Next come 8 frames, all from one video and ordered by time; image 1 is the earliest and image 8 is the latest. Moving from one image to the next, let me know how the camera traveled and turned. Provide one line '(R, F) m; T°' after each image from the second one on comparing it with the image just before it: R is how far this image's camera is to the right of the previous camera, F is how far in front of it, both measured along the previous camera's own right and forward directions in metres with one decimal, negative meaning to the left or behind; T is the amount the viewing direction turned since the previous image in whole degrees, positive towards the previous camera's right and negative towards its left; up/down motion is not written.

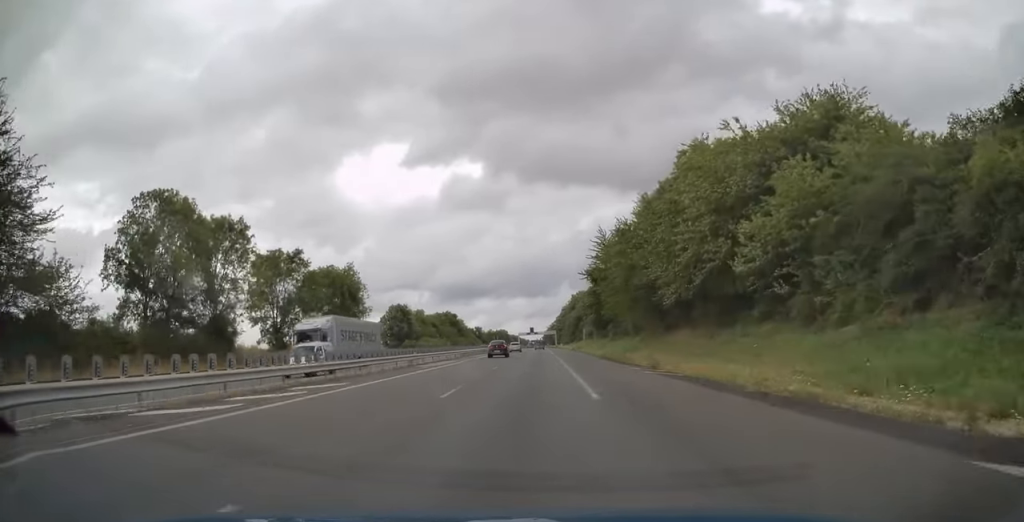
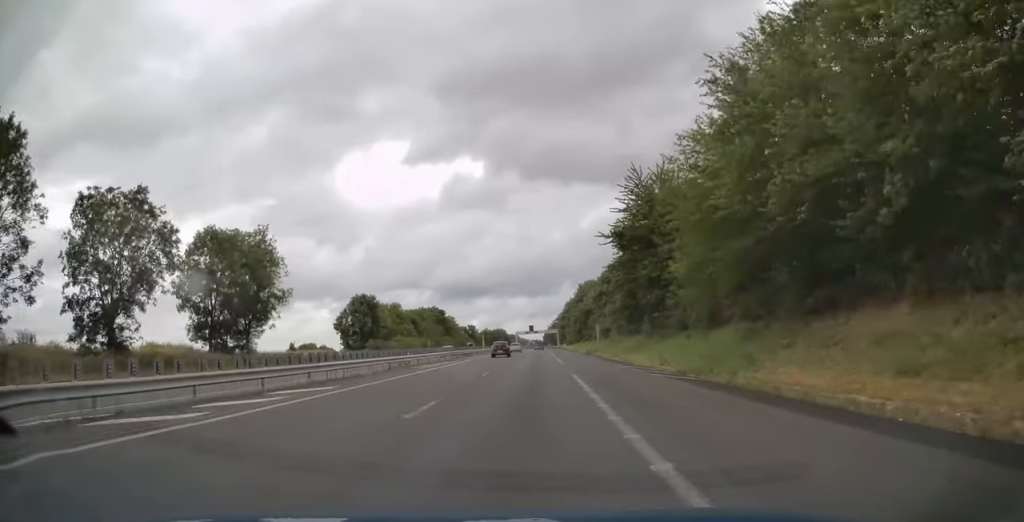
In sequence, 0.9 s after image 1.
(-0.2, +29.6) m; 0°
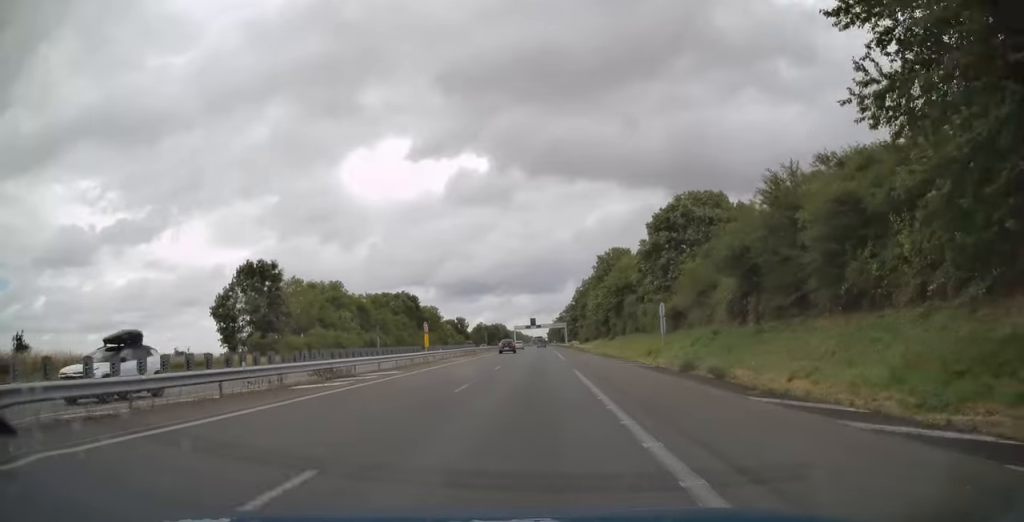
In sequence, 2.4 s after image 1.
(-0.1, +46.9) m; -1°
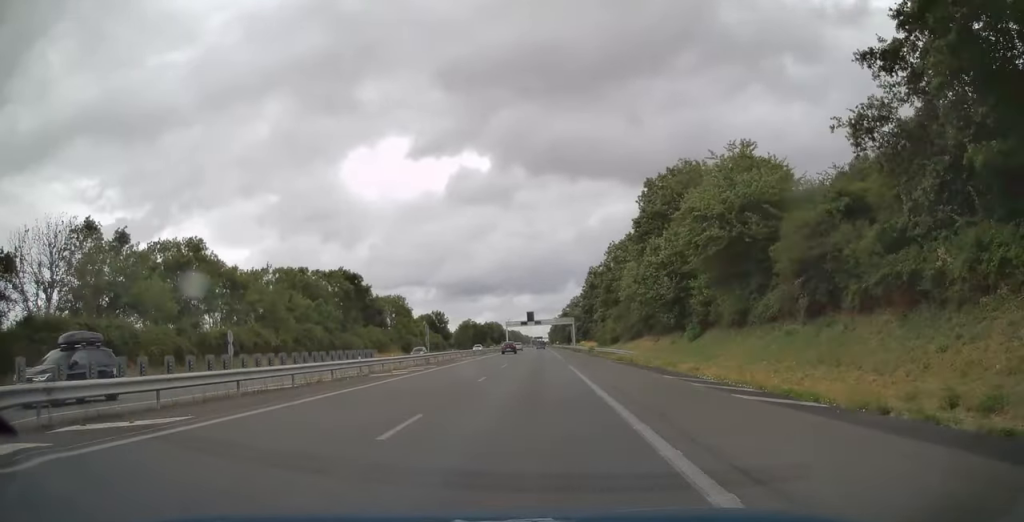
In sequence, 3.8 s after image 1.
(-0.2, +46.9) m; 0°
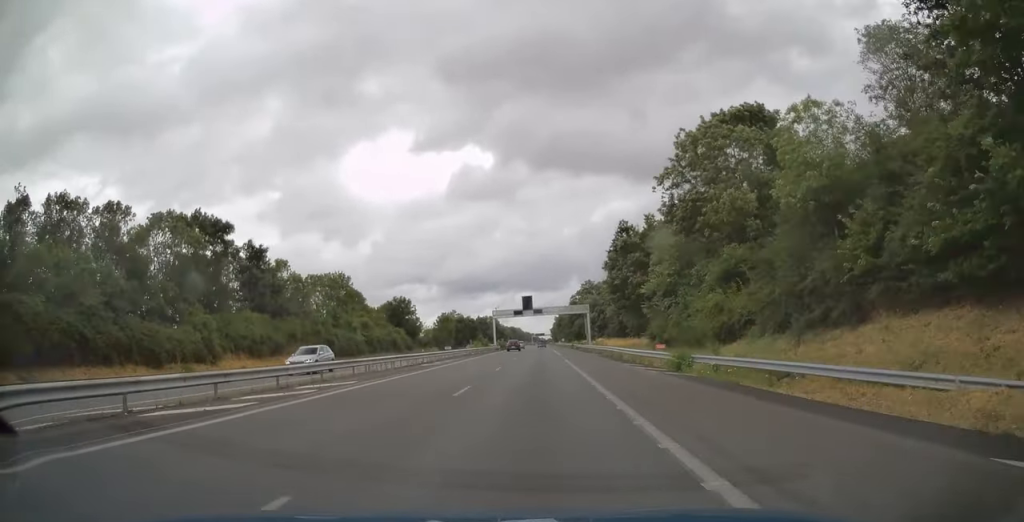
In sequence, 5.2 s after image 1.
(-0.1, +45.4) m; 0°
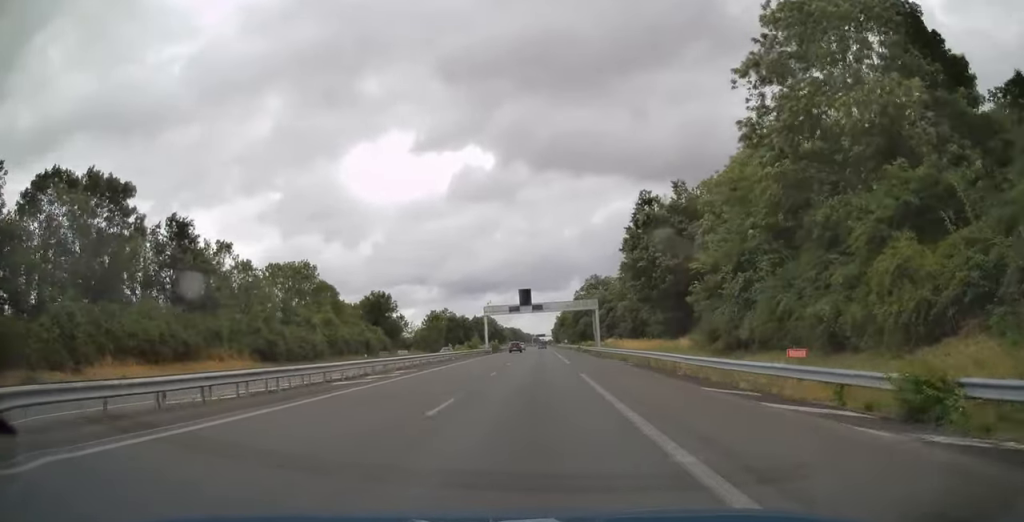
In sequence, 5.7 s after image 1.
(0.0, +16.7) m; 0°
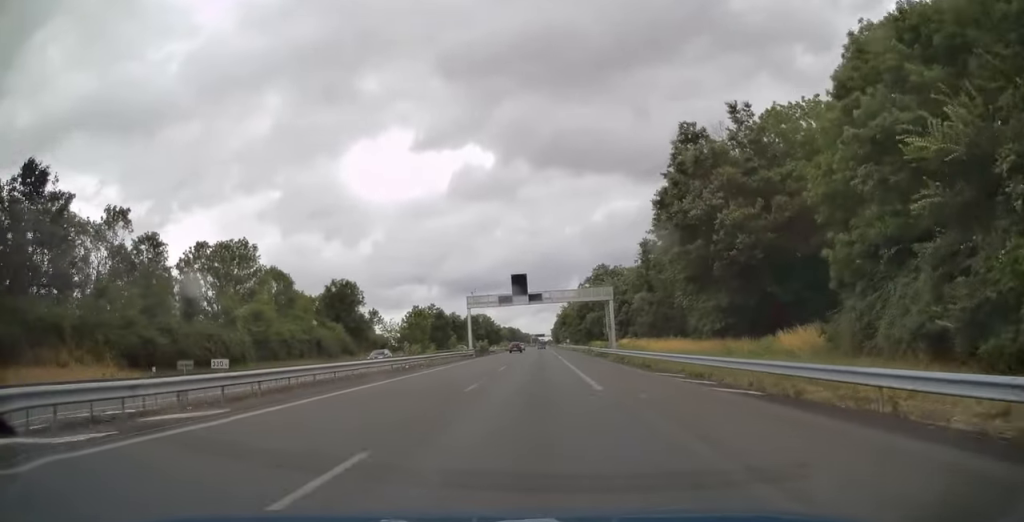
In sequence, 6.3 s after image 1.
(0.0, +20.0) m; 0°
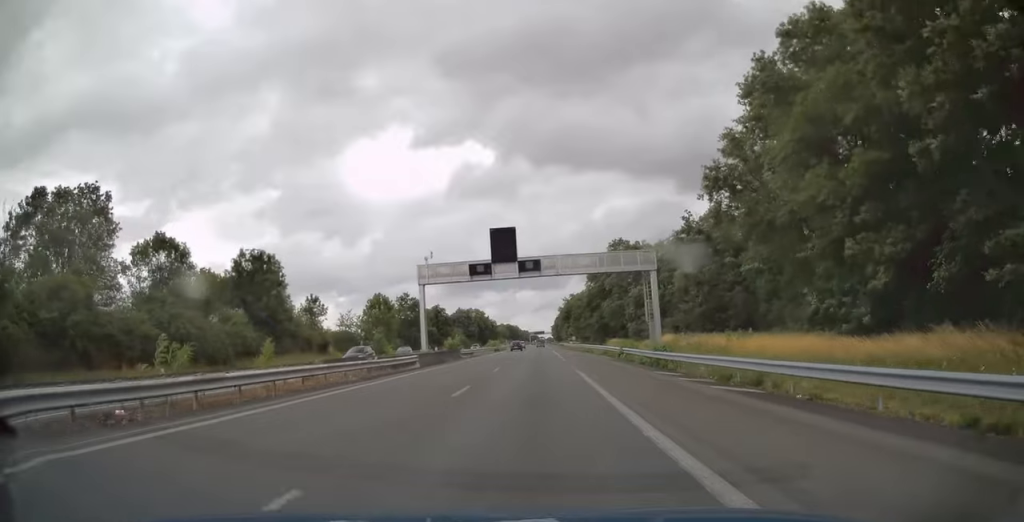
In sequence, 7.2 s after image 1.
(0.0, +28.1) m; 0°
